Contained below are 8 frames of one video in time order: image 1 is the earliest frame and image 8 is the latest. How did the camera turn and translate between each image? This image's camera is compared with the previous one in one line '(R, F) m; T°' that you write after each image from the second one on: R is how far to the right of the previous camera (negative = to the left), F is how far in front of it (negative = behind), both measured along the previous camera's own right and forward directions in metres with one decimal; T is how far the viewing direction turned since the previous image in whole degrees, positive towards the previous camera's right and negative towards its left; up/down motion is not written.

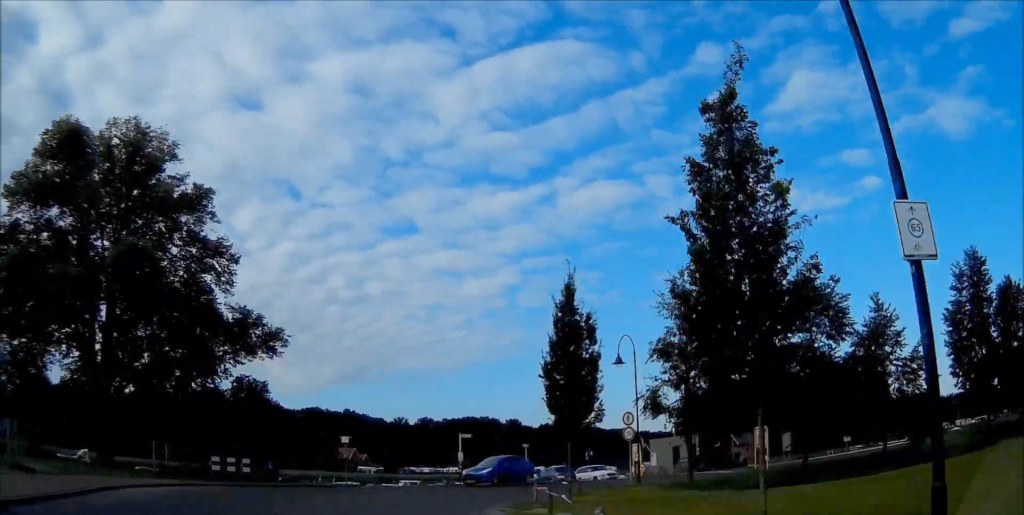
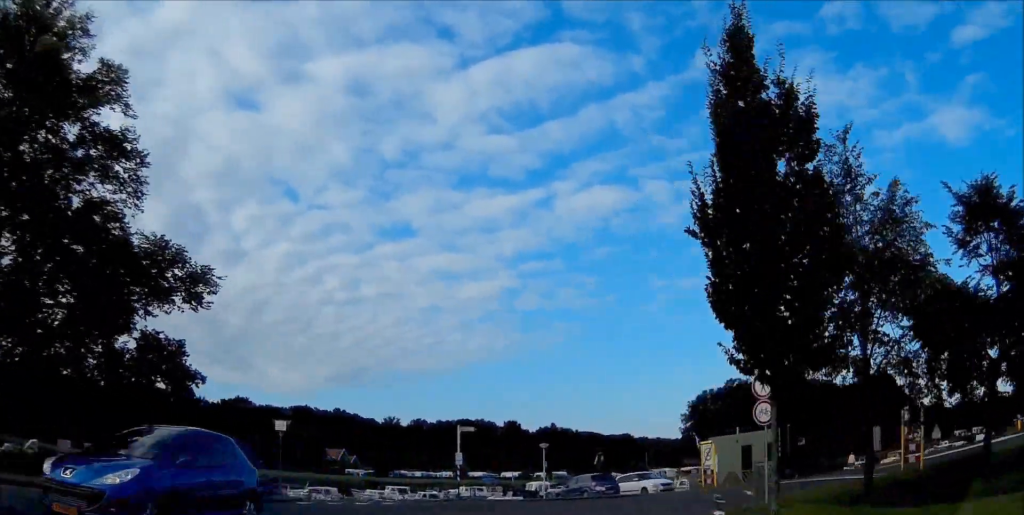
(-0.4, +13.9) m; +14°
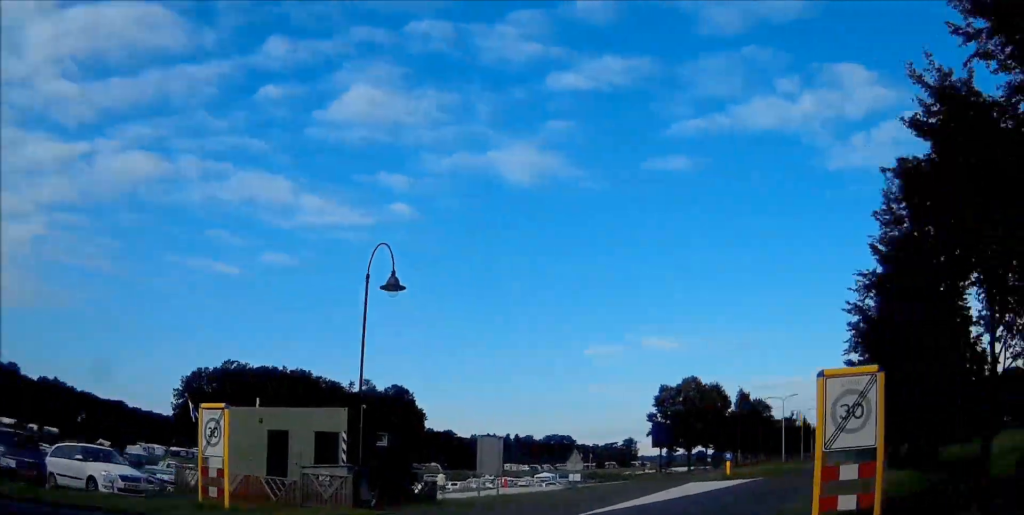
(+5.4, +19.0) m; +34°
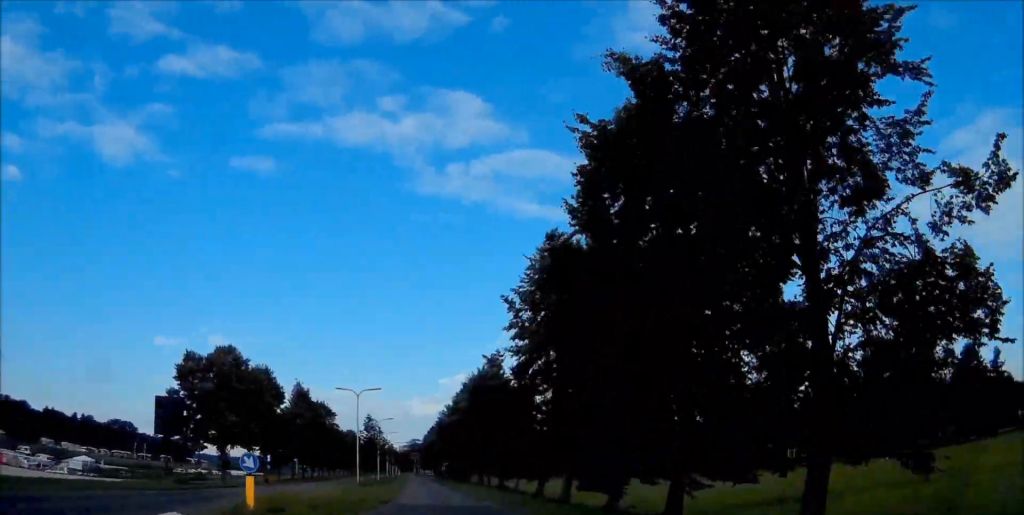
(+6.1, +21.8) m; +18°
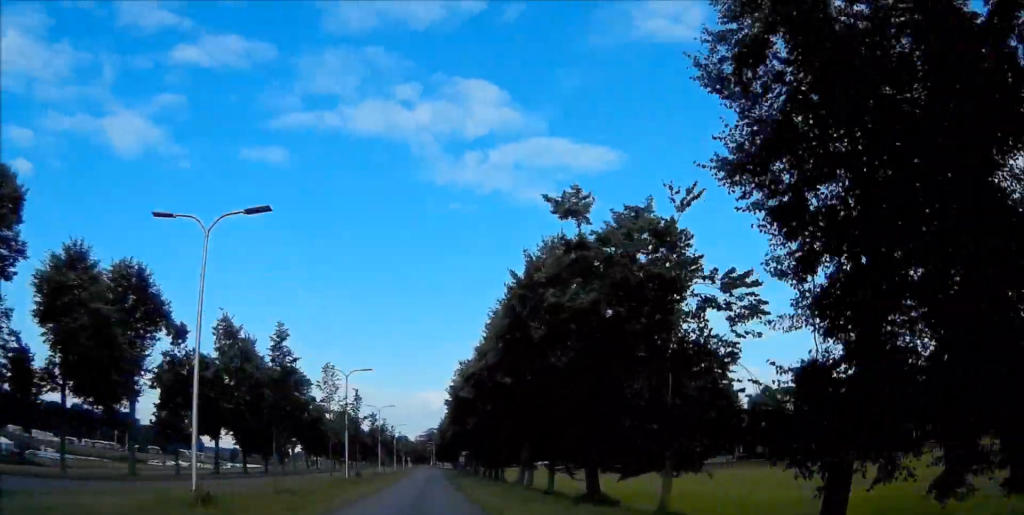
(+0.9, +30.3) m; +1°
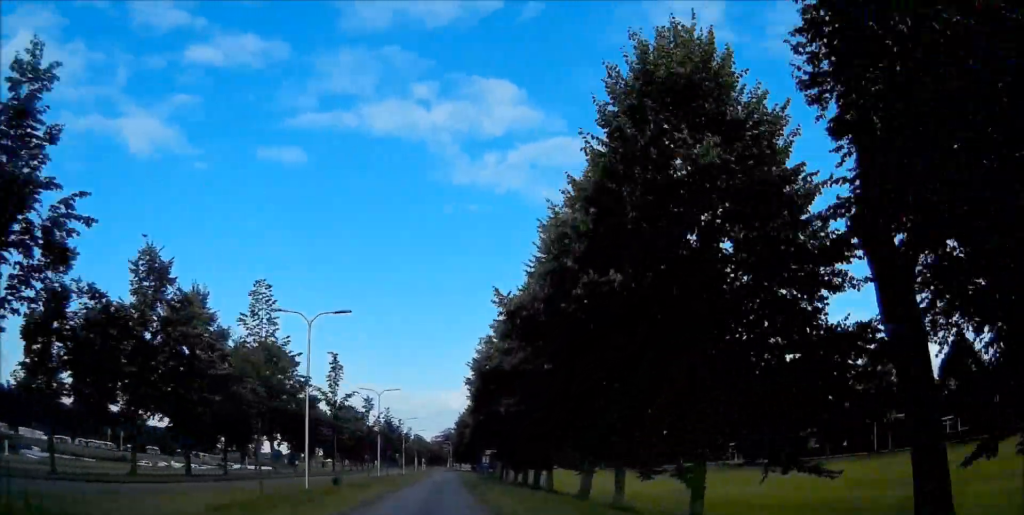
(-0.2, +15.8) m; 0°
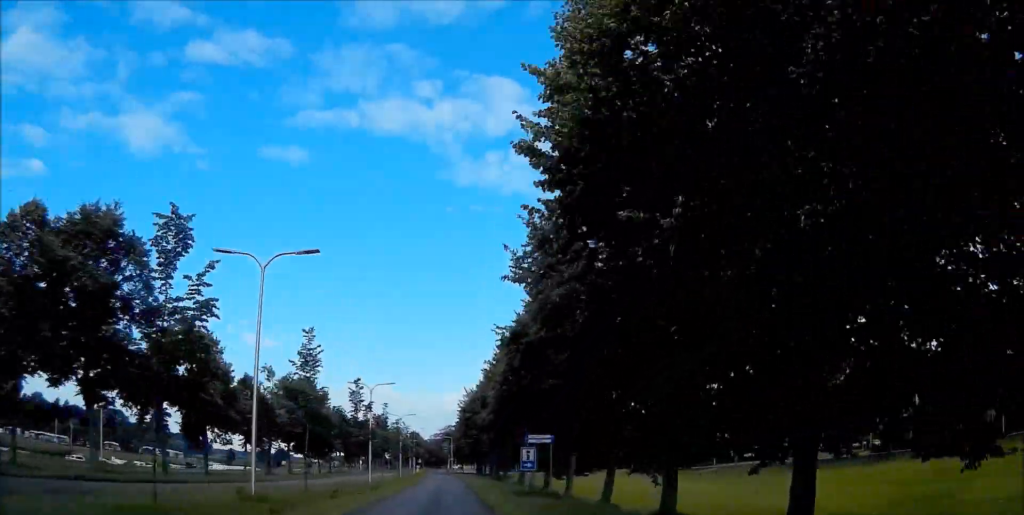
(+0.1, +32.5) m; +1°
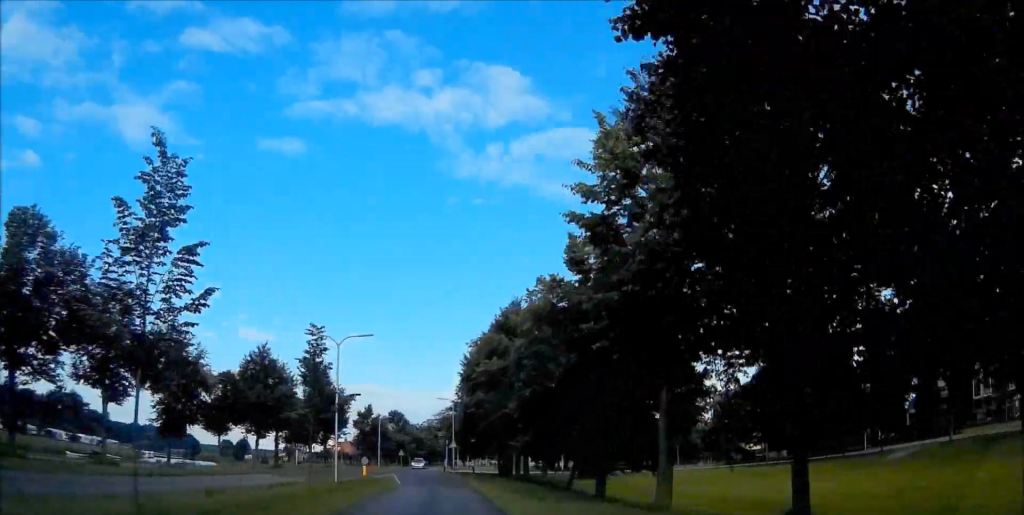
(-0.9, +63.2) m; -3°
